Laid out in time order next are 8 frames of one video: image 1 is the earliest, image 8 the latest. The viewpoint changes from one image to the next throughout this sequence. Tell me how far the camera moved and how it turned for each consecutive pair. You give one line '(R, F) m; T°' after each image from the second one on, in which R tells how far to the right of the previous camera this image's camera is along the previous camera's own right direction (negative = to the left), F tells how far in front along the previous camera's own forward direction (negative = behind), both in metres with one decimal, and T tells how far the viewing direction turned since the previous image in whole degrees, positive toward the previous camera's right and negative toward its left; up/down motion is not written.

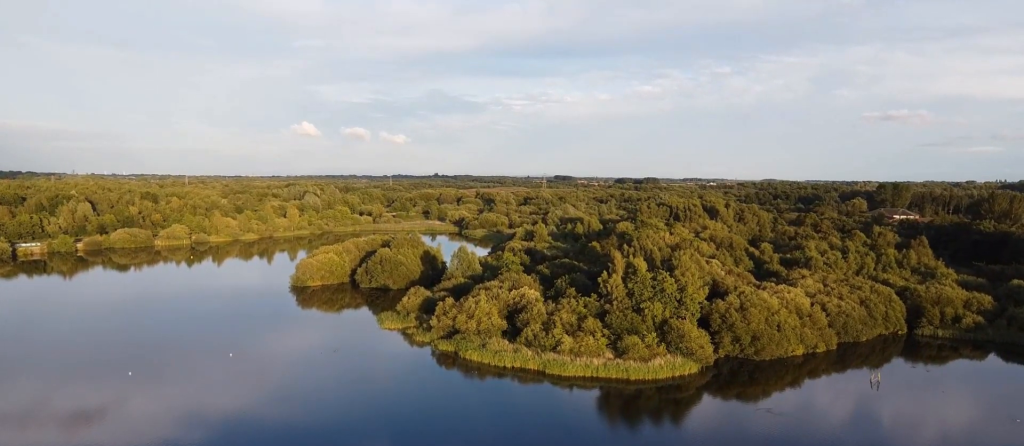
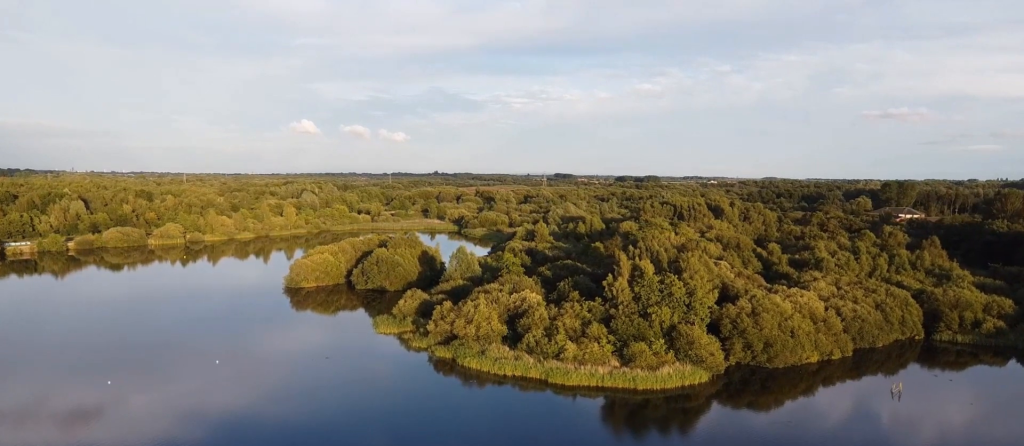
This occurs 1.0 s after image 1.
(-0.1, +7.9) m; 0°
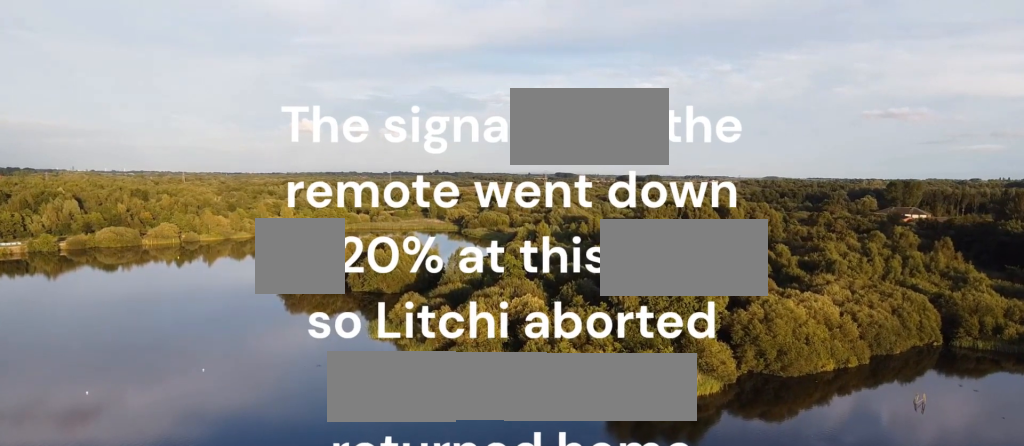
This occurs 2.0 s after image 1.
(+0.1, +7.2) m; 0°
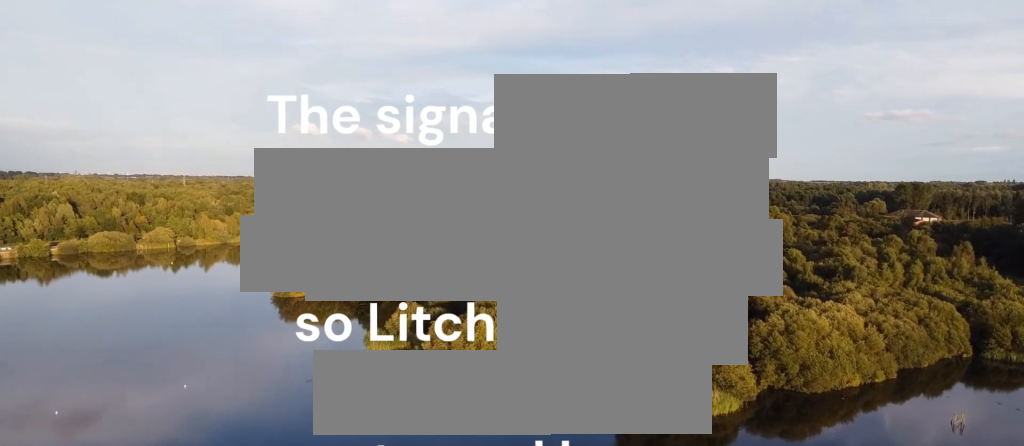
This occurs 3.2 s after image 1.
(0.0, +10.0) m; 0°
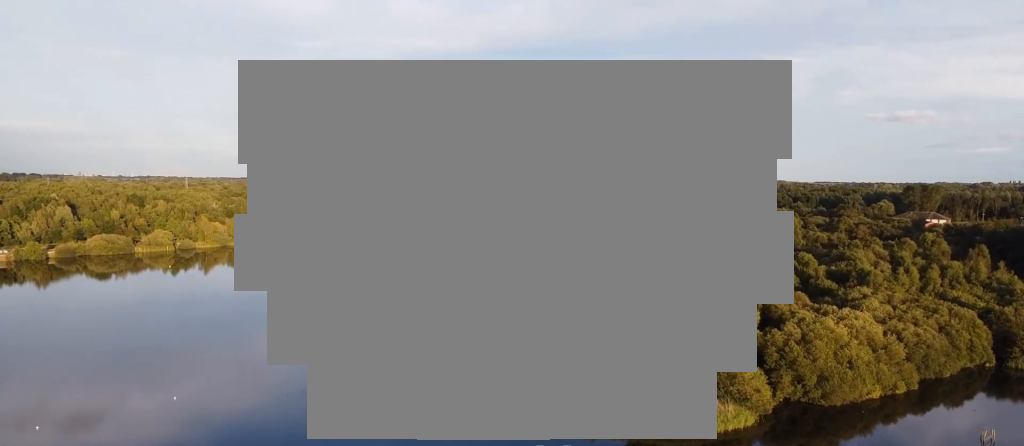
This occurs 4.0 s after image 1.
(0.0, +5.9) m; 0°
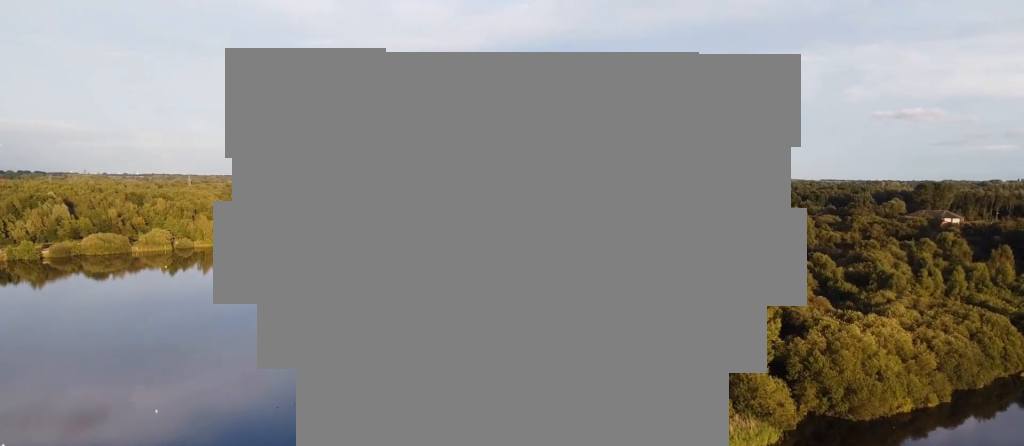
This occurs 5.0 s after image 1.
(0.0, +8.7) m; 0°
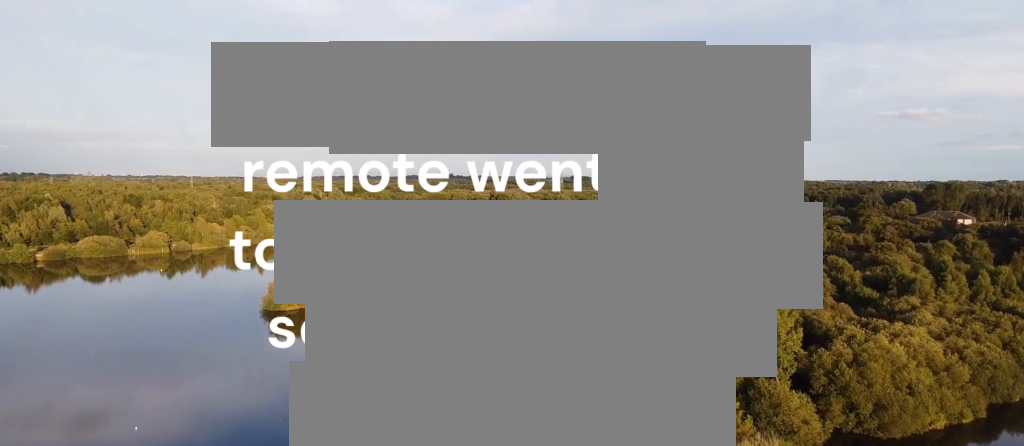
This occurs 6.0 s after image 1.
(0.0, +7.8) m; 0°
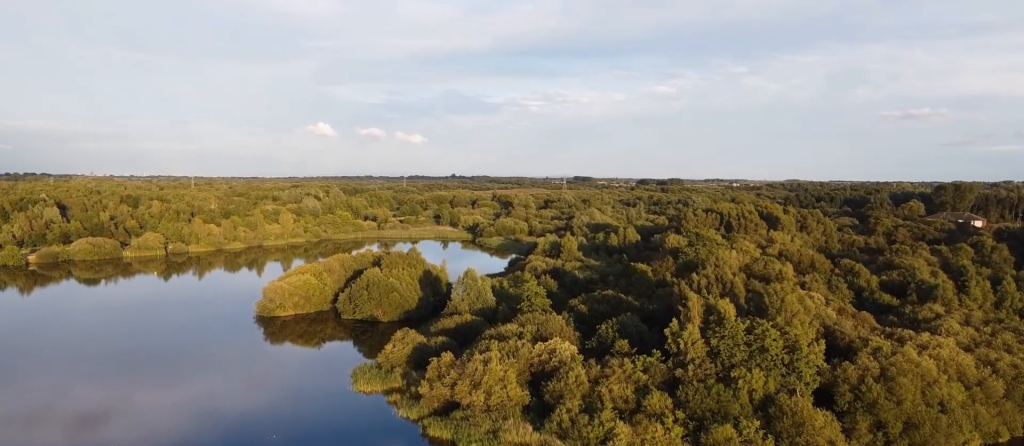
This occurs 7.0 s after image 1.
(0.0, +6.5) m; 0°
